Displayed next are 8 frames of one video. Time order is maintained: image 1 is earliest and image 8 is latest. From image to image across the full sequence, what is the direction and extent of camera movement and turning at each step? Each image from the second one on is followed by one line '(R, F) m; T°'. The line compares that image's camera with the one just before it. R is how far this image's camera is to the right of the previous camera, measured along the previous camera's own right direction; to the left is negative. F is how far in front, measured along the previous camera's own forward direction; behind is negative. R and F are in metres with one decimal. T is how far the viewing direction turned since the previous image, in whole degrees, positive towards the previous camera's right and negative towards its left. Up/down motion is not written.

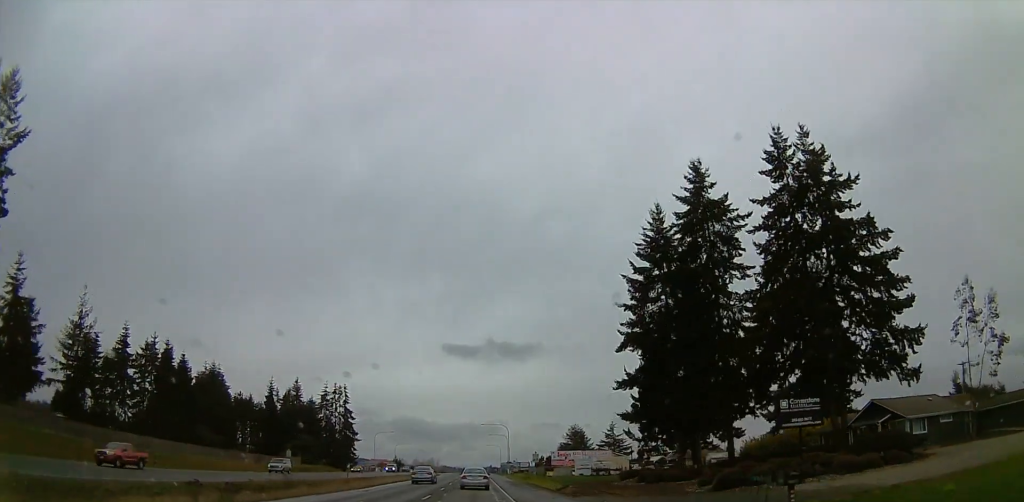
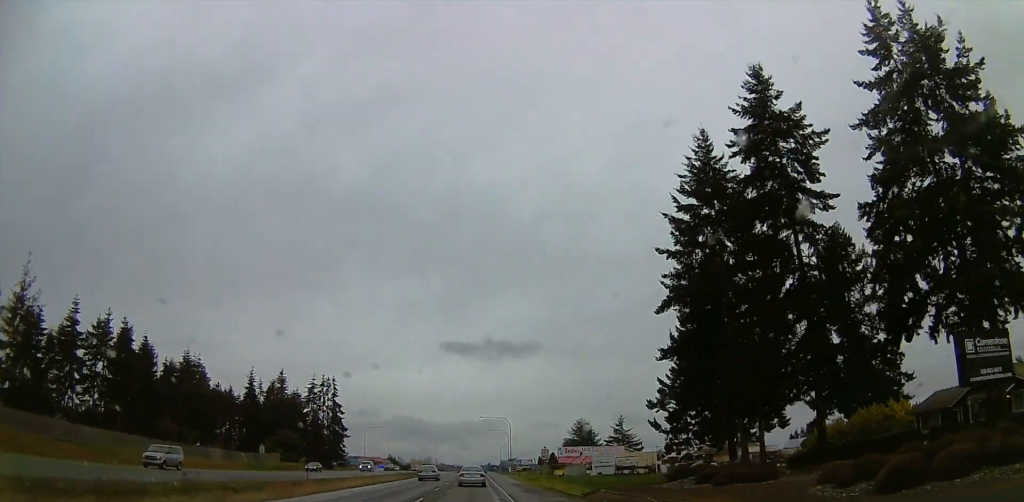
(+0.1, +15.2) m; 0°
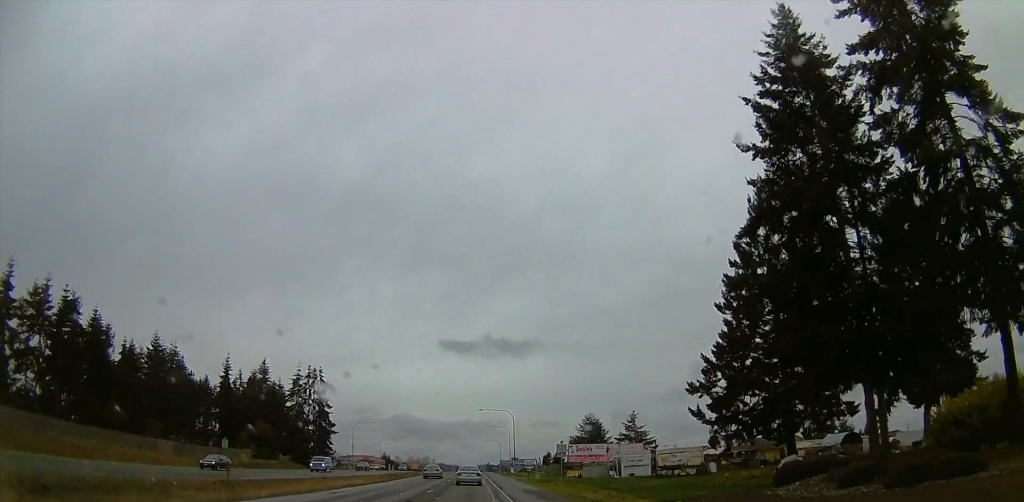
(+0.3, +16.5) m; 0°
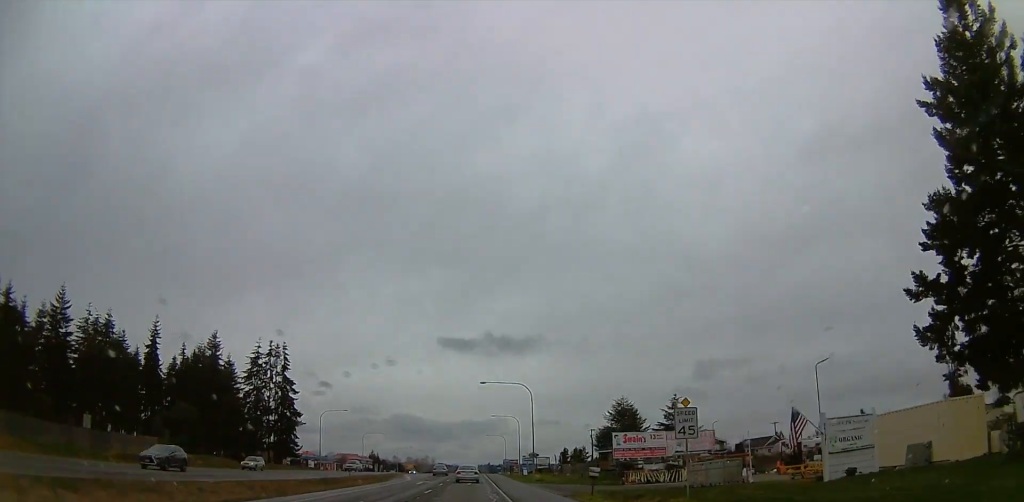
(-0.3, +36.6) m; +1°
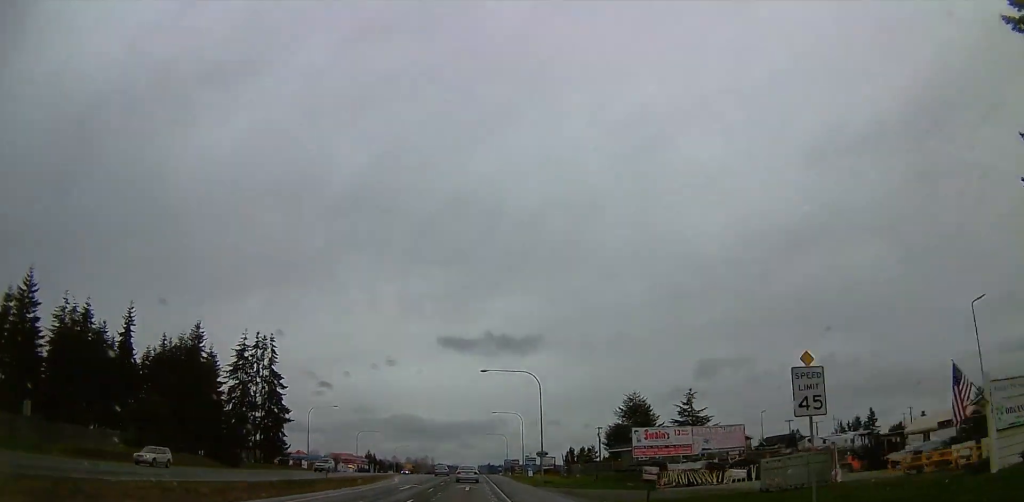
(+0.1, +9.8) m; -1°
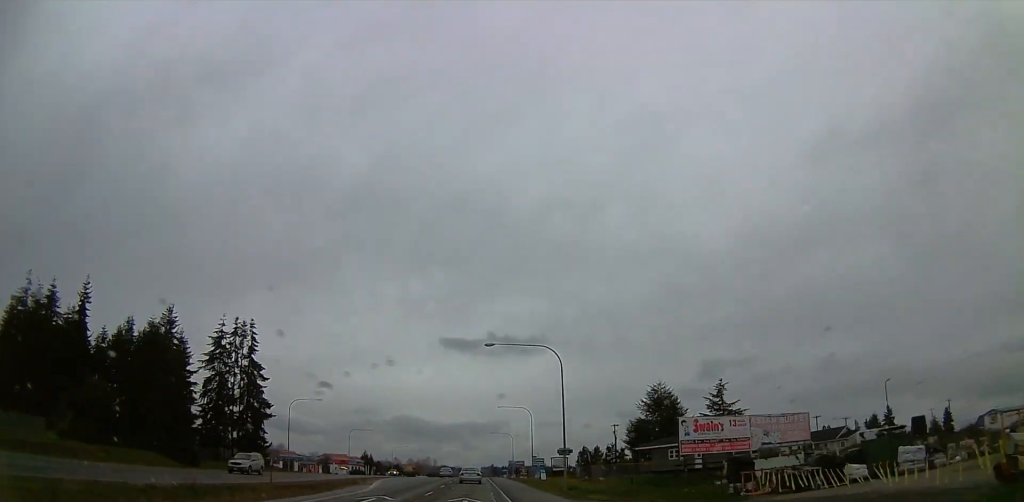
(-0.3, +15.1) m; 0°
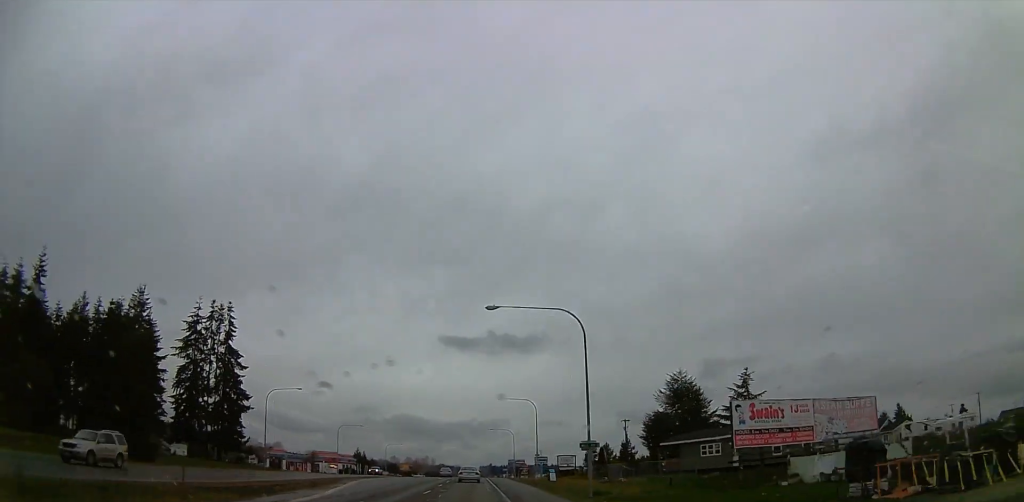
(-0.6, +11.8) m; +1°
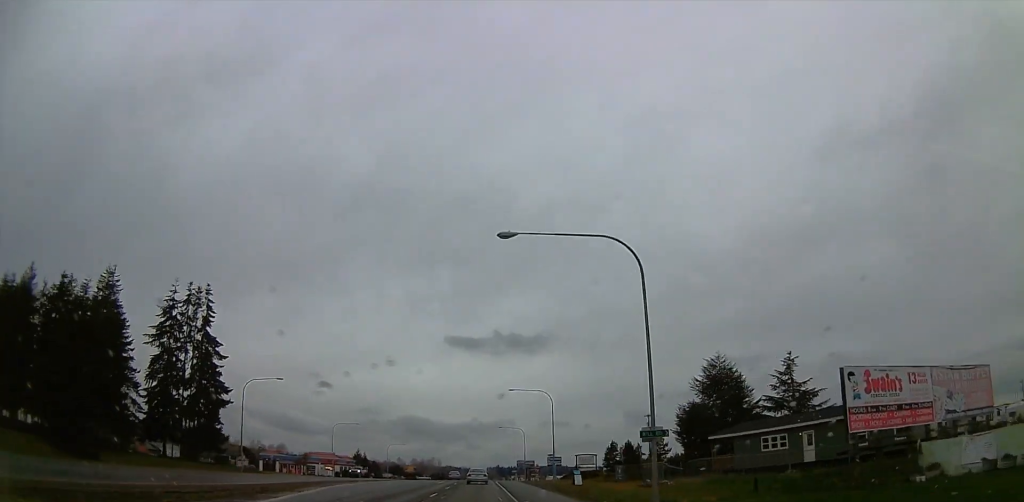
(+1.1, +13.1) m; 0°
